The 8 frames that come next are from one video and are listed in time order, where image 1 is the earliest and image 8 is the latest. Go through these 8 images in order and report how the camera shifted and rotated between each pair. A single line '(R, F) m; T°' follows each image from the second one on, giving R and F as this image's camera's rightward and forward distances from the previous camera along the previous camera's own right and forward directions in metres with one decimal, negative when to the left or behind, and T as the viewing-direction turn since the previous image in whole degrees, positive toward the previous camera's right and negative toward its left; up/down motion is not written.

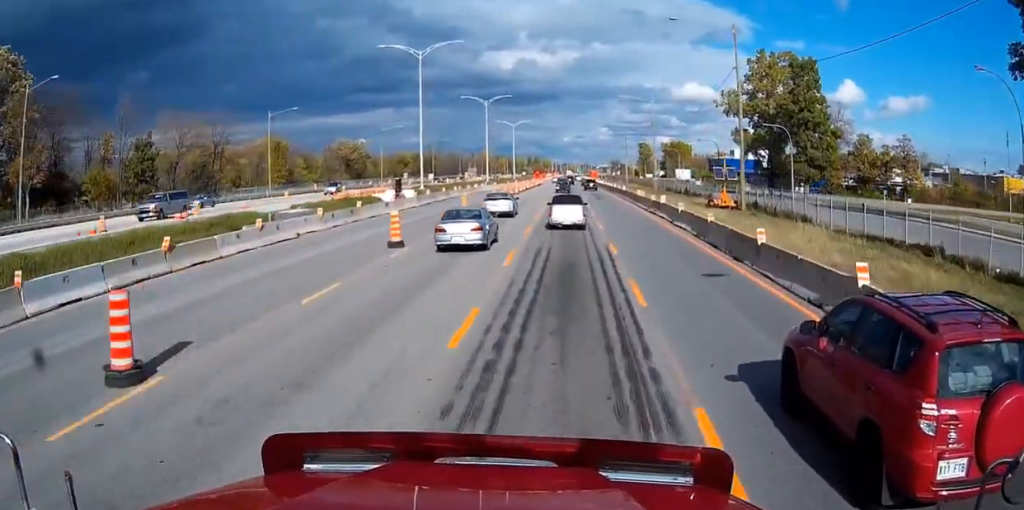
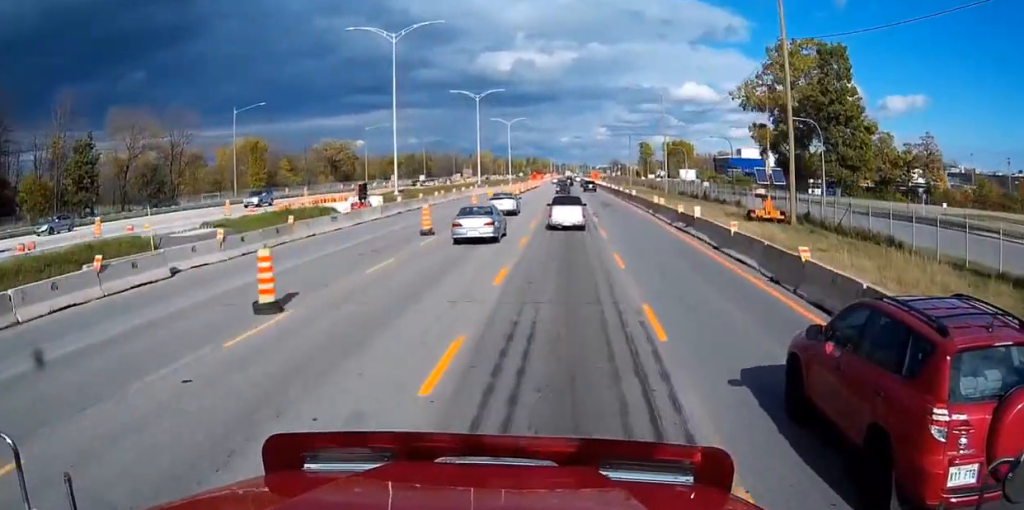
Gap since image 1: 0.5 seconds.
(0.0, +12.3) m; 0°
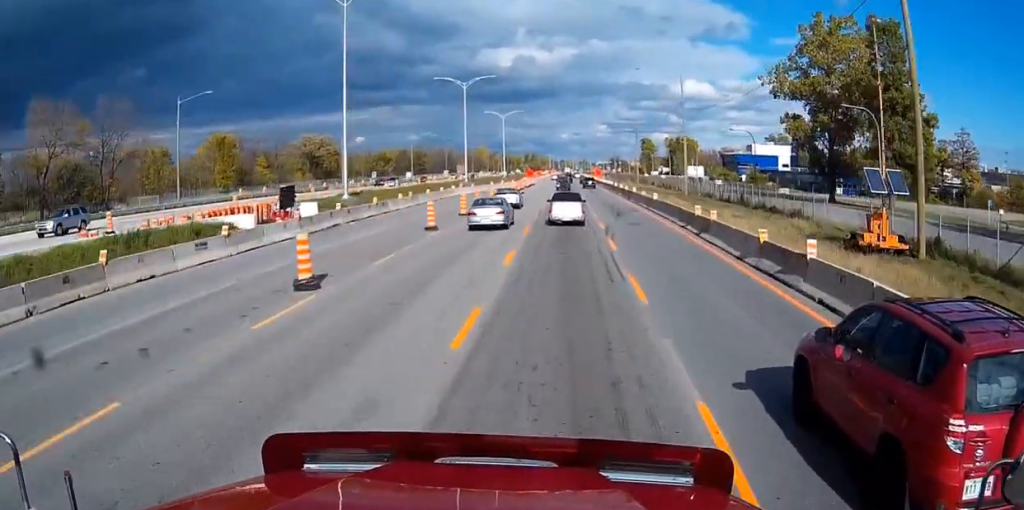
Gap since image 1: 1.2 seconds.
(0.0, +16.1) m; 0°
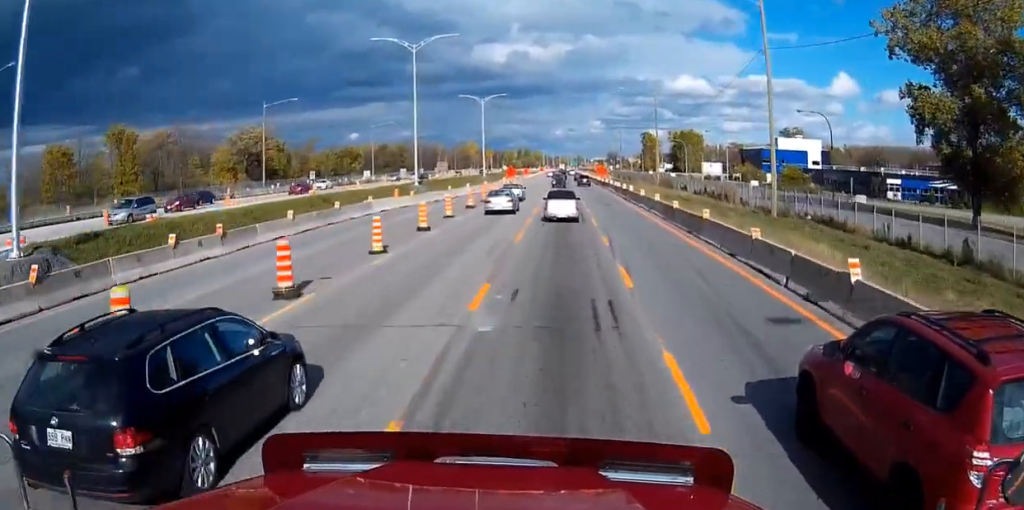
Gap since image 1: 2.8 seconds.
(0.0, +35.5) m; 0°
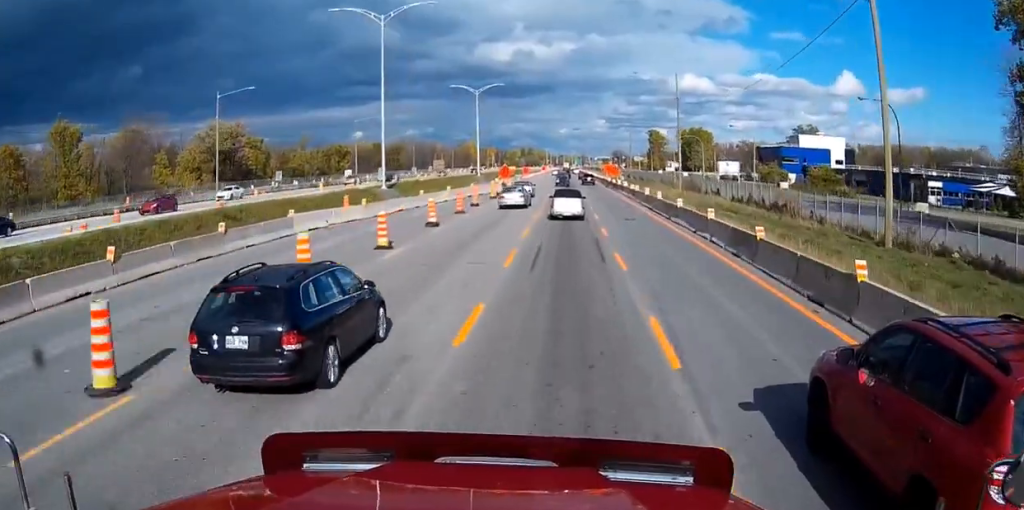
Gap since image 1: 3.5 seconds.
(0.0, +16.2) m; 0°
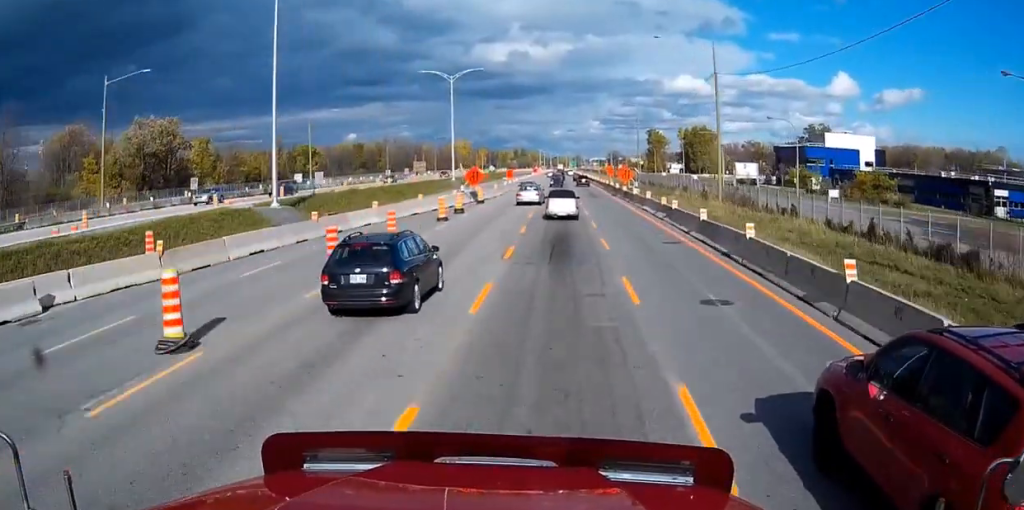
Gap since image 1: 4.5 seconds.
(0.0, +24.0) m; 0°
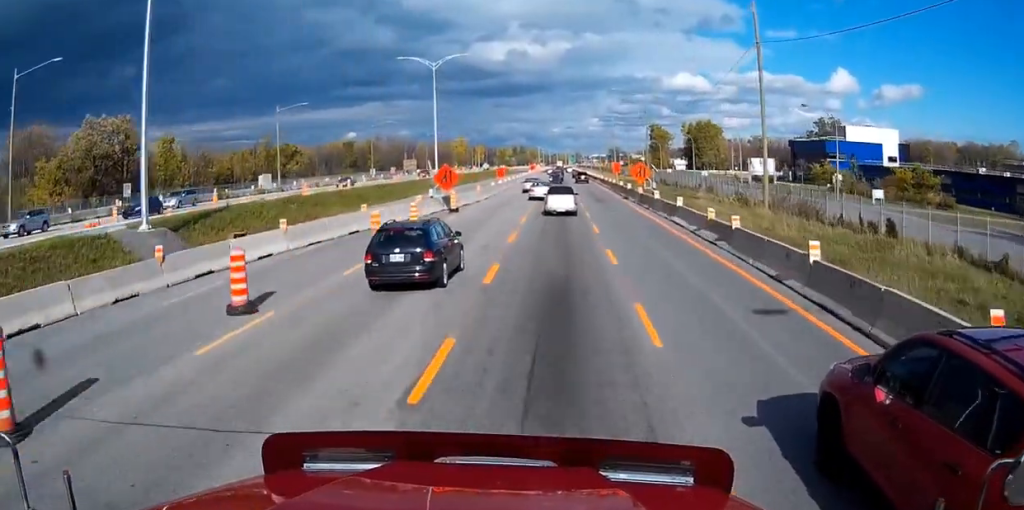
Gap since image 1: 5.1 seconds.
(0.0, +14.0) m; 0°
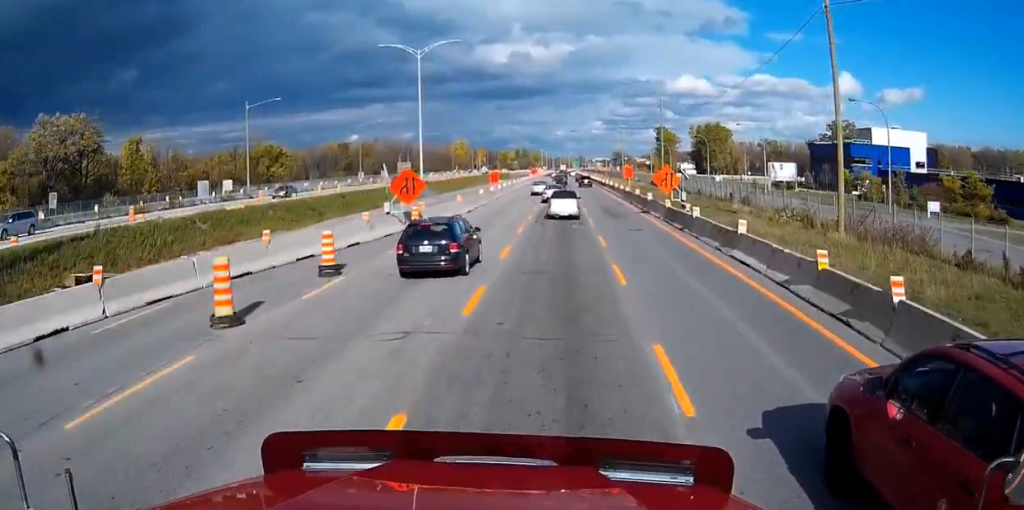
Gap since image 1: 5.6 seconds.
(+0.1, +12.5) m; 0°
